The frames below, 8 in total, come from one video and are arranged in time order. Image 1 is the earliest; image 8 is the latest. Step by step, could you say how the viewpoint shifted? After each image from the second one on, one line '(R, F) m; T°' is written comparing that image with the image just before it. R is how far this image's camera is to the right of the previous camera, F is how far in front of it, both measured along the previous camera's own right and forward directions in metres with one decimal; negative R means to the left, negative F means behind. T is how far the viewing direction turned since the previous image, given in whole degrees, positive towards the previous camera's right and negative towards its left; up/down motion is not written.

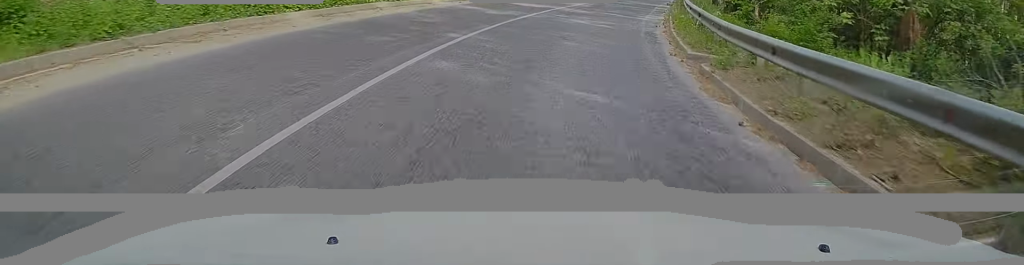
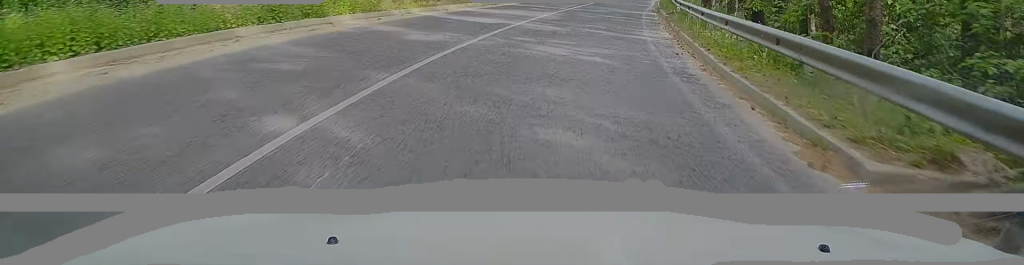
(+0.1, +7.2) m; +2°
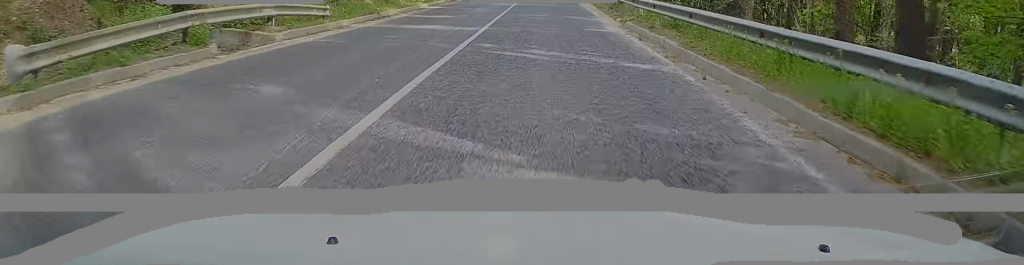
(+3.0, +27.8) m; +12°
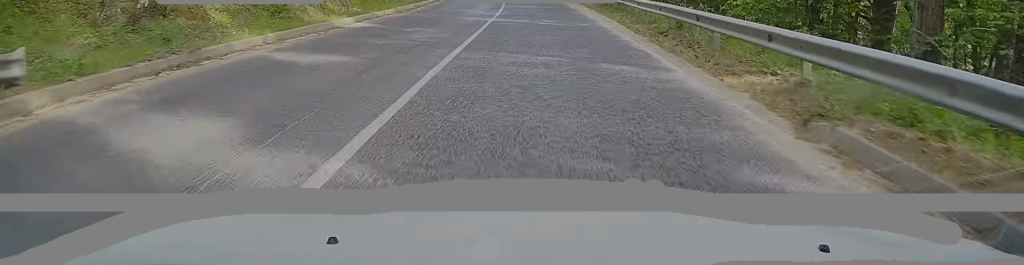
(+0.4, +12.8) m; +1°
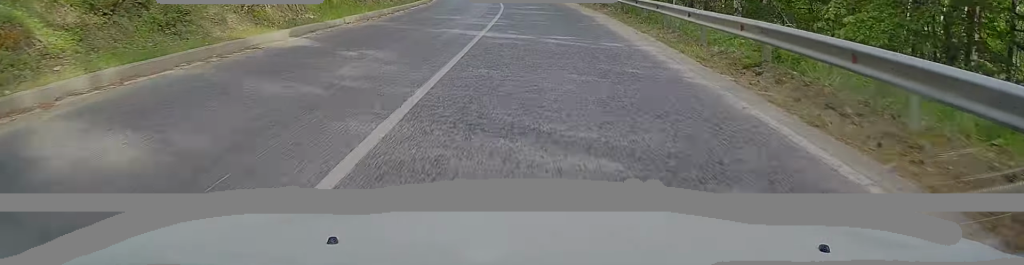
(+0.1, +6.2) m; 0°
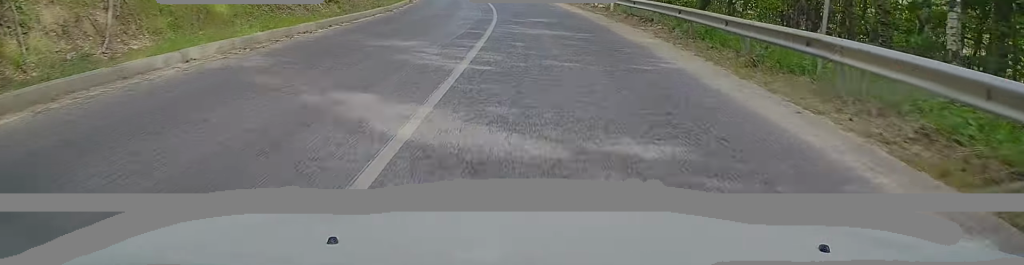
(-0.1, +9.9) m; 0°
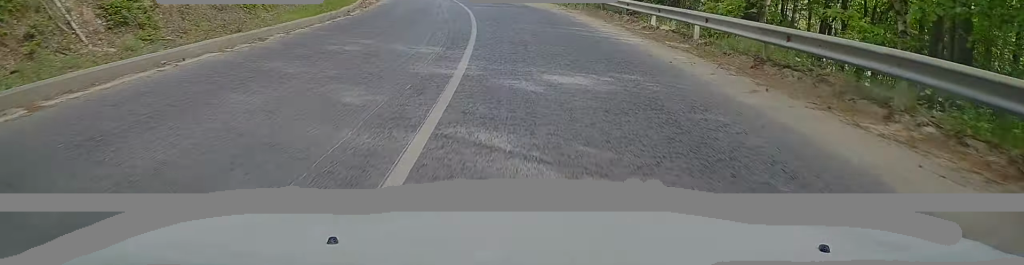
(0.0, +13.1) m; 0°
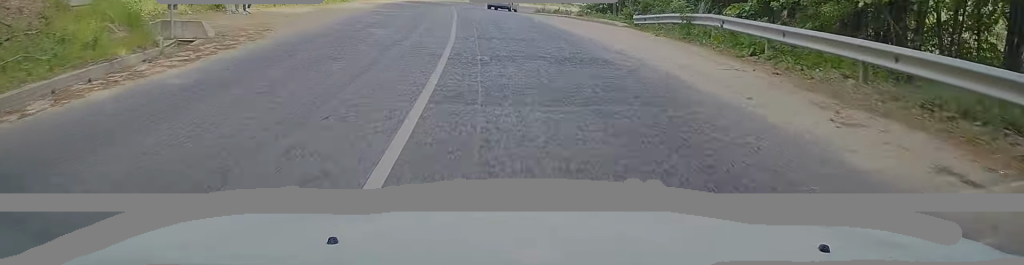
(-0.4, +22.0) m; -5°
